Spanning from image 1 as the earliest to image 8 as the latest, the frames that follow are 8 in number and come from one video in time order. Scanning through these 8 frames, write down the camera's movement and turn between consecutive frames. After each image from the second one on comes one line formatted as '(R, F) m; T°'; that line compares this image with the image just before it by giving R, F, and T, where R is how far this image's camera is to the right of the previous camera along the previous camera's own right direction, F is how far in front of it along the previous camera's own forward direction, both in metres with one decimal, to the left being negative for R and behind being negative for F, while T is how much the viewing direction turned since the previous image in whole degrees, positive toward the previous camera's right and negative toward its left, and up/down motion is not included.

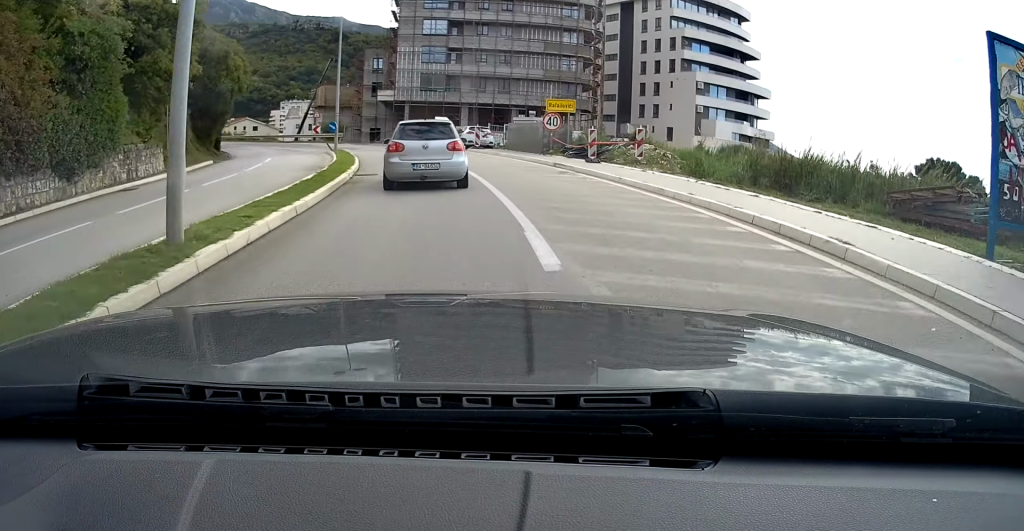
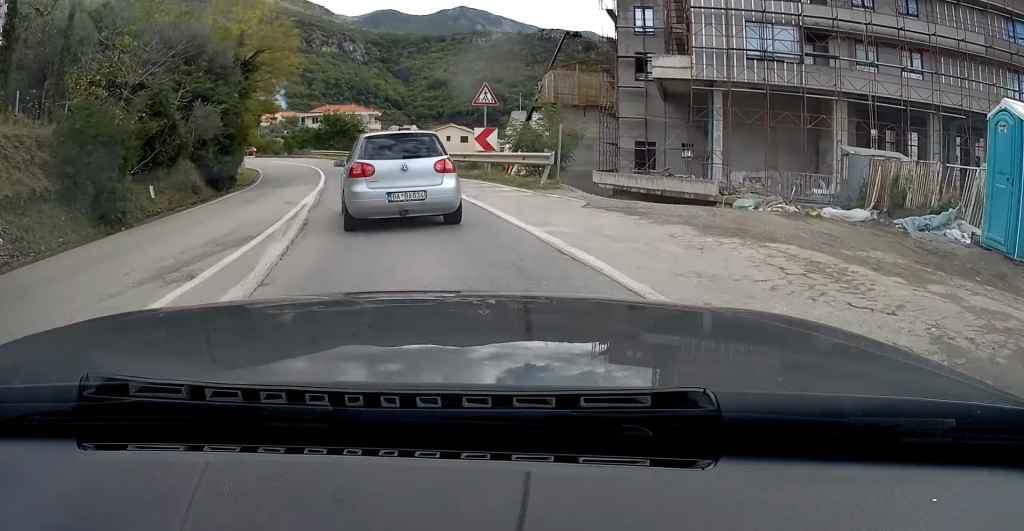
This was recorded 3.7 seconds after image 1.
(-7.8, +41.1) m; -21°
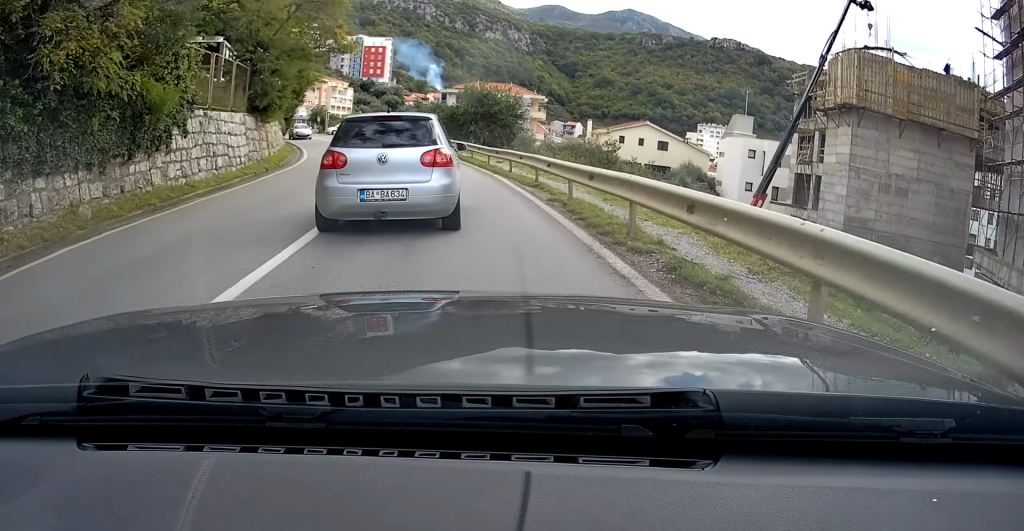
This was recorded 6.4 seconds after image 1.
(-3.8, +27.9) m; -15°
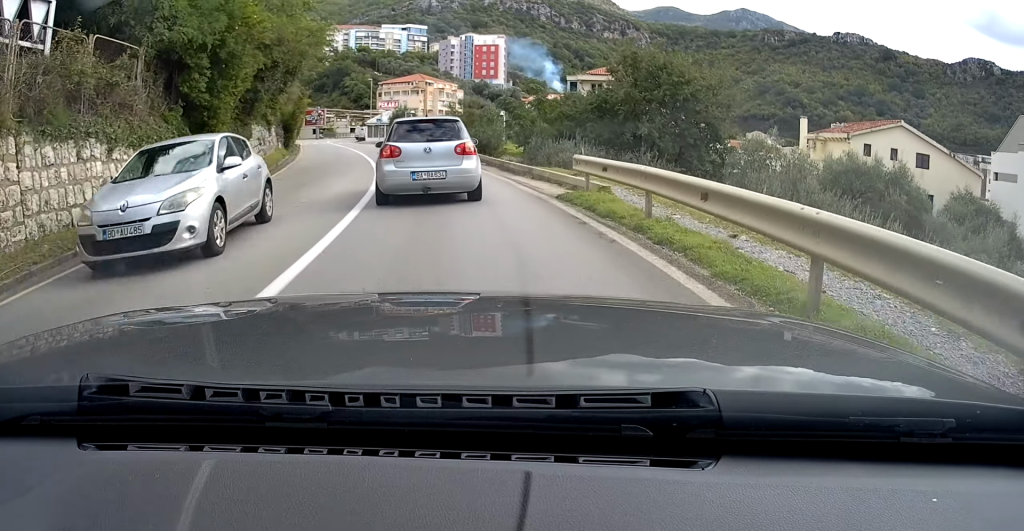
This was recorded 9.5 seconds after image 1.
(-3.3, +28.7) m; -12°
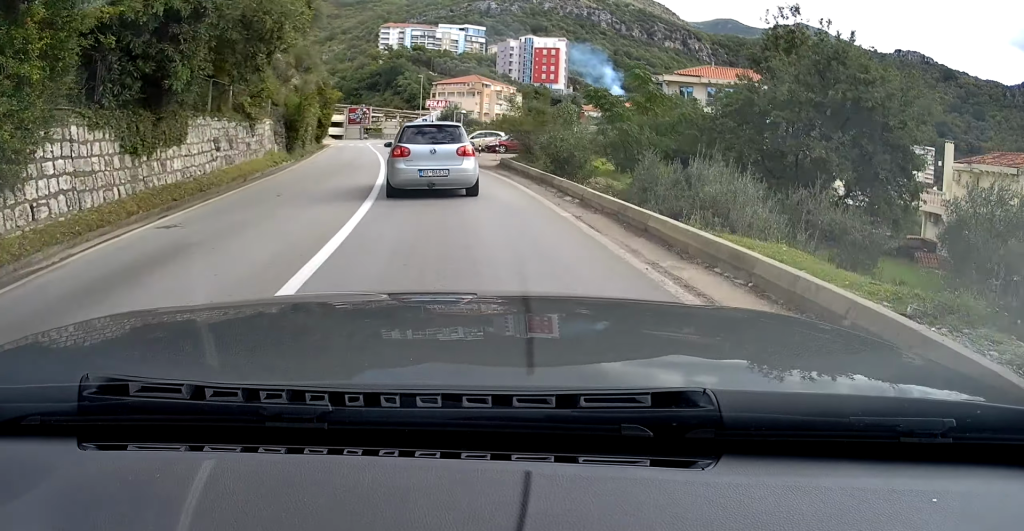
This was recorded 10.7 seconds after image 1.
(-0.2, +11.3) m; -4°
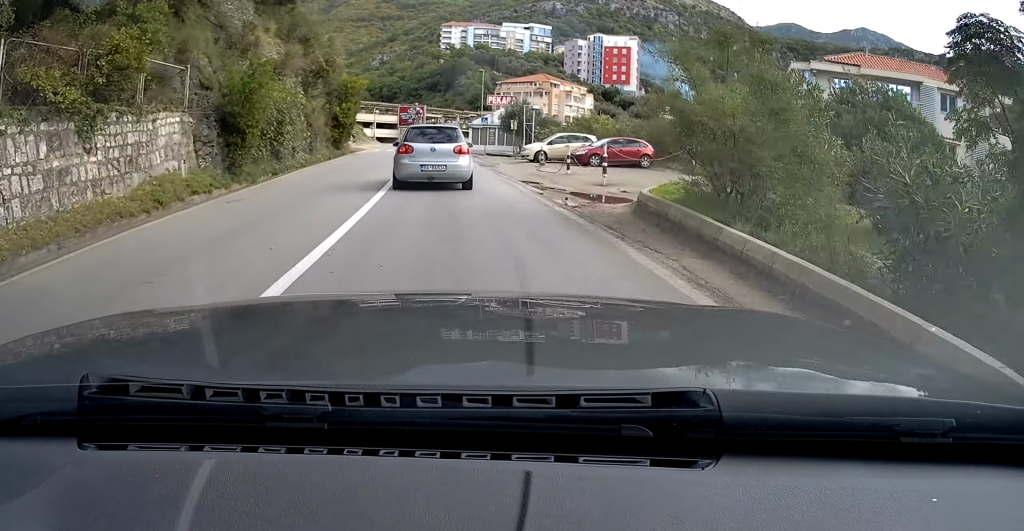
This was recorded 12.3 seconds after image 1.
(-0.9, +14.3) m; -4°
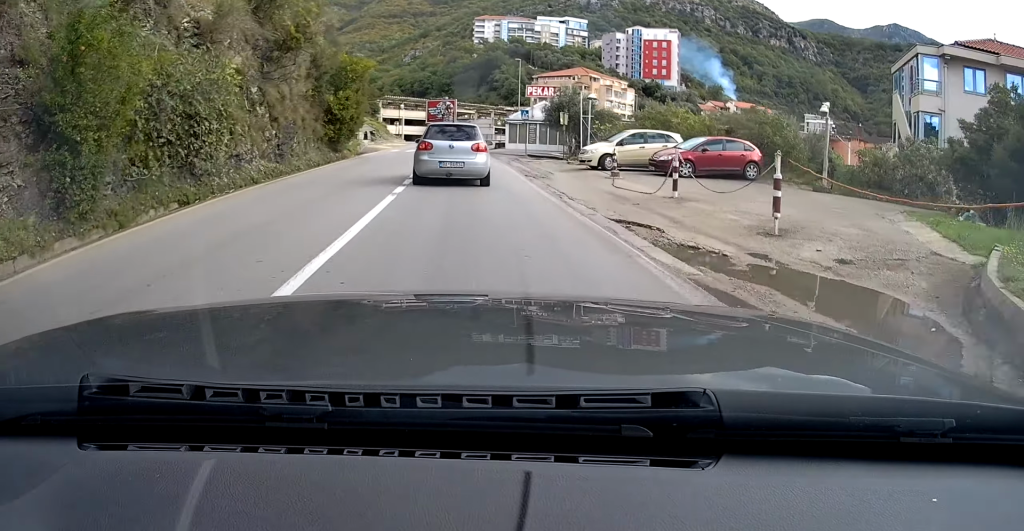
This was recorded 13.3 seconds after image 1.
(-0.2, +8.8) m; -2°
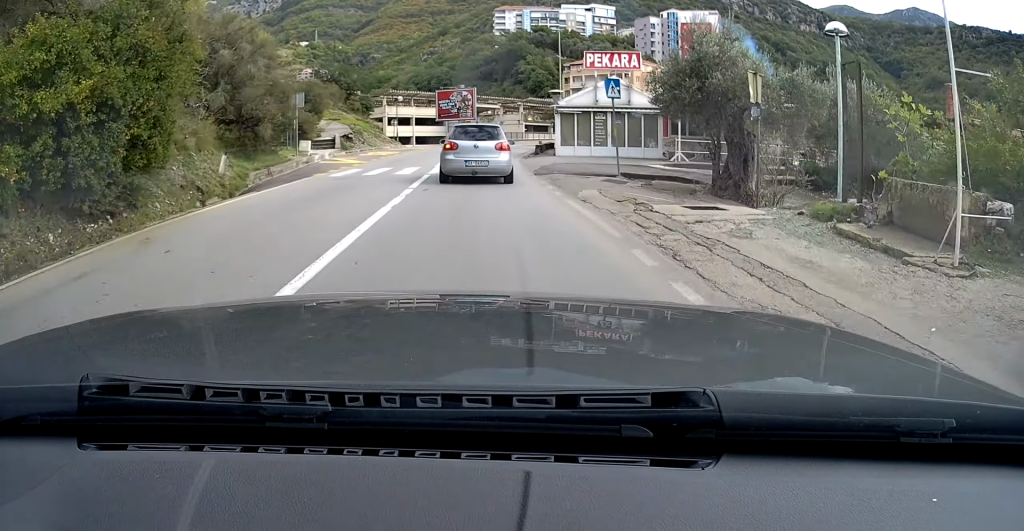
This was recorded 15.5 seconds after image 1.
(-0.7, +19.9) m; -3°
